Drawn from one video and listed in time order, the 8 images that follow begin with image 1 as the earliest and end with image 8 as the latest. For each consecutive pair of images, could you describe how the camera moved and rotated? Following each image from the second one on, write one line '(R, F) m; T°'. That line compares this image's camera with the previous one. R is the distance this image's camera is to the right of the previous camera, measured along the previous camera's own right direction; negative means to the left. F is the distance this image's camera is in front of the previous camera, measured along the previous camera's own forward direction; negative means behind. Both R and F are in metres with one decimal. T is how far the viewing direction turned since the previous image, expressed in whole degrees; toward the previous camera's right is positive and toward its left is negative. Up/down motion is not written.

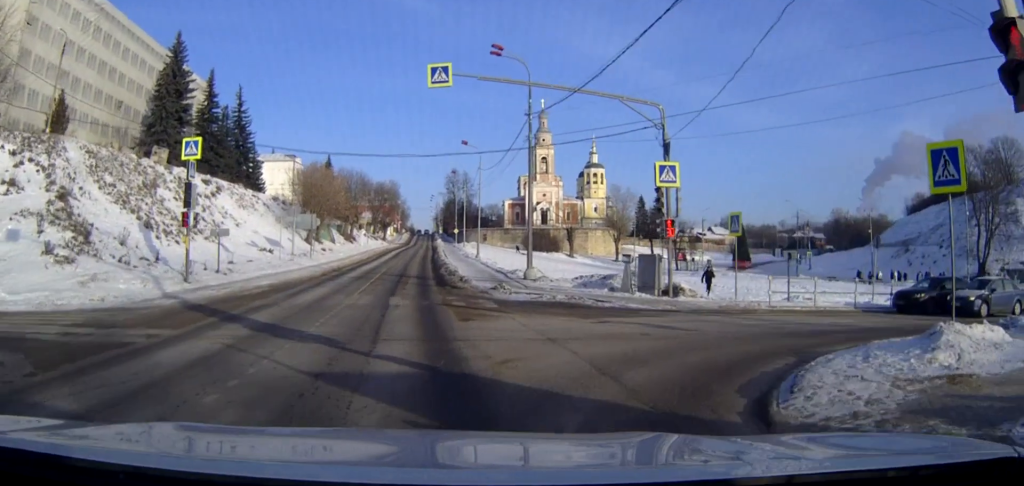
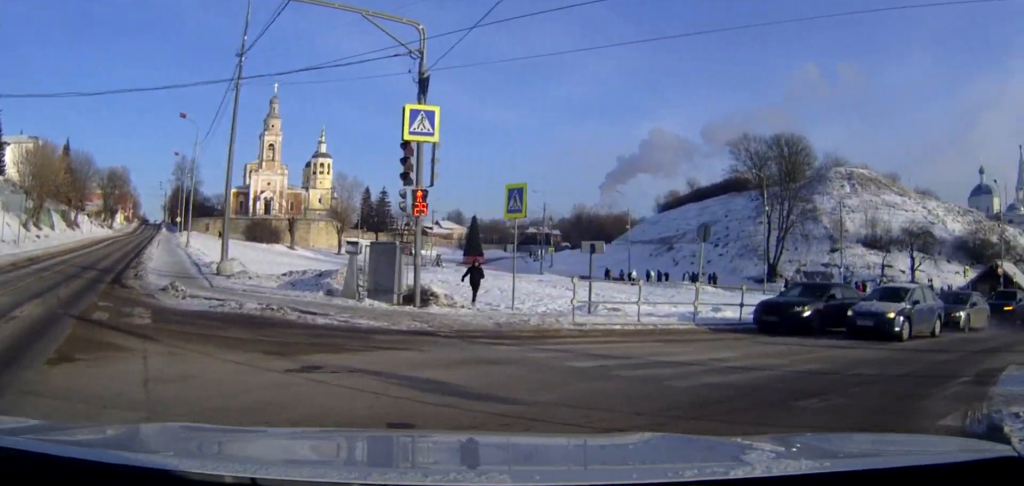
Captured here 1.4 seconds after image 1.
(+1.3, +10.8) m; +18°
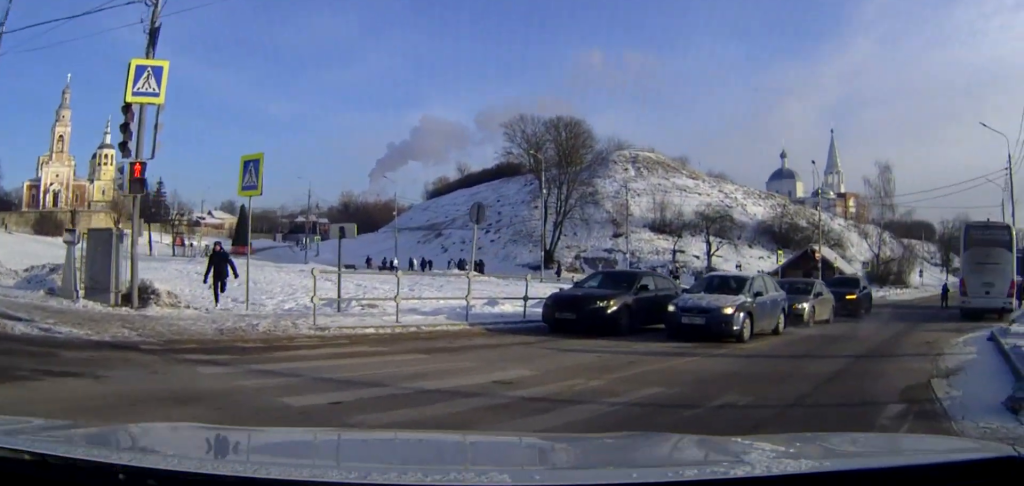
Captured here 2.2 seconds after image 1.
(+0.4, +4.6) m; +14°
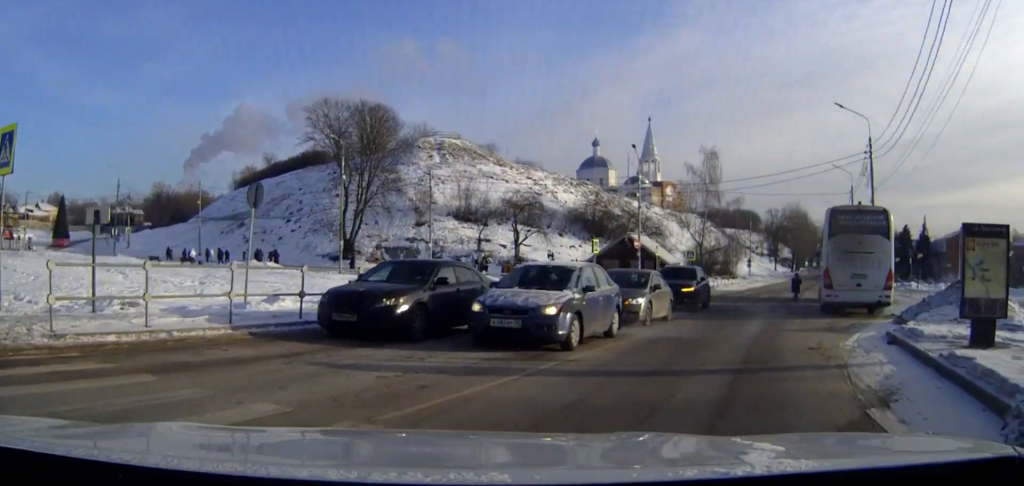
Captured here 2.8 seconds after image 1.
(+0.3, +3.8) m; +16°
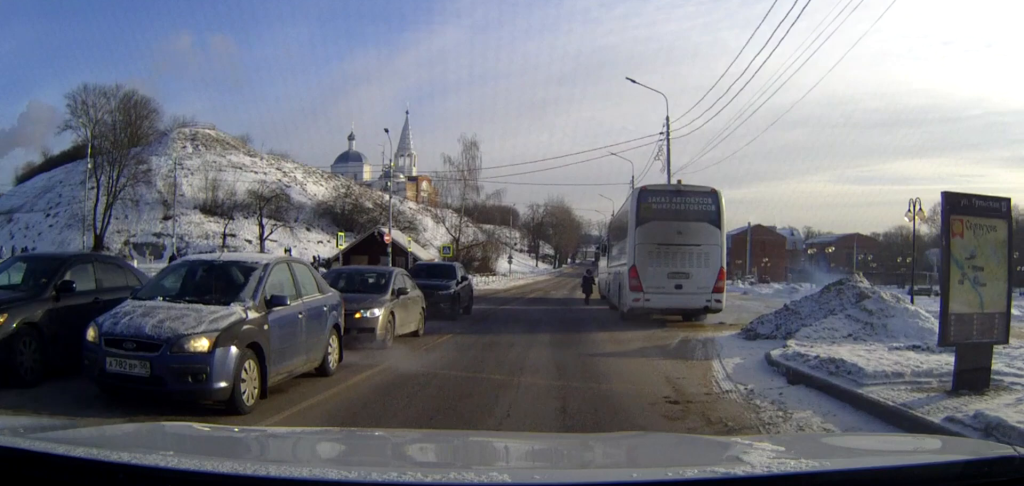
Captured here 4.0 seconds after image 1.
(+1.5, +5.8) m; +22°
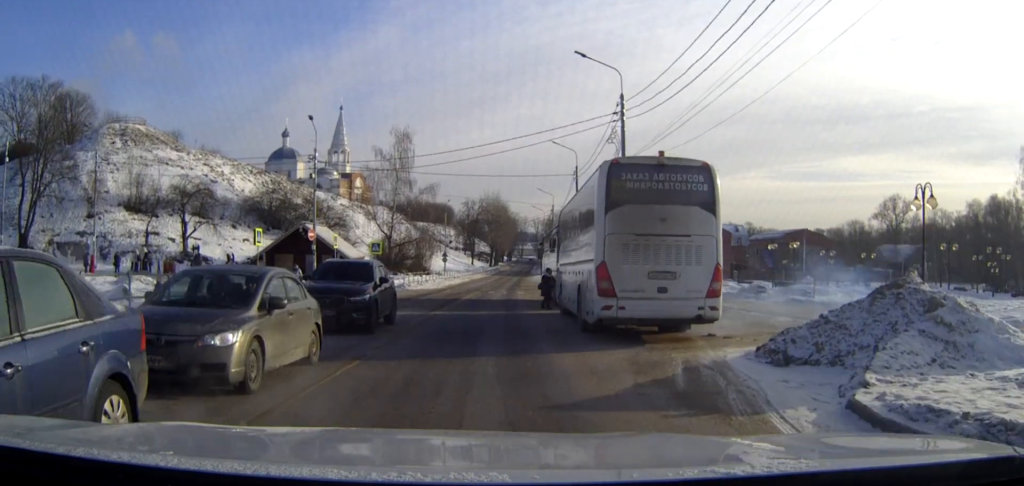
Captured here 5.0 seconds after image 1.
(+0.4, +4.4) m; +6°
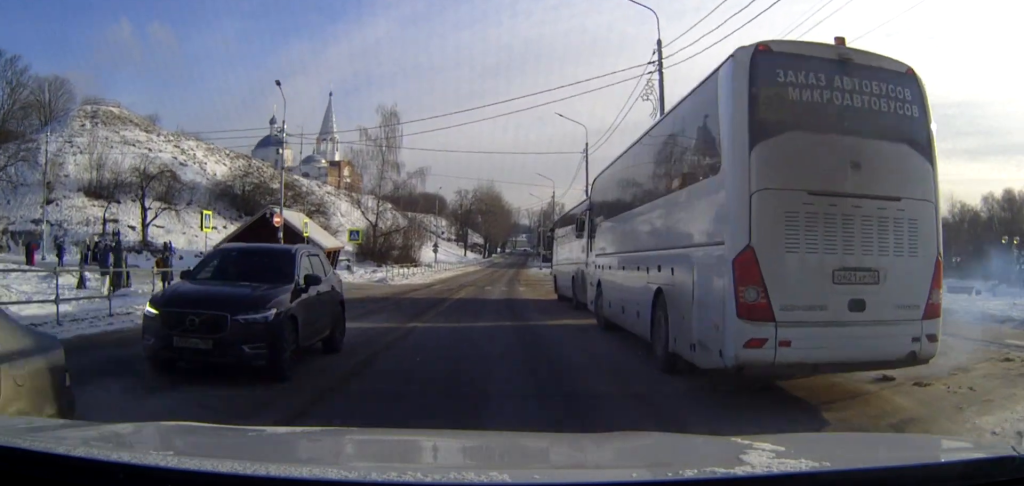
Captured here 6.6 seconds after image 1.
(+0.2, +7.1) m; +3°
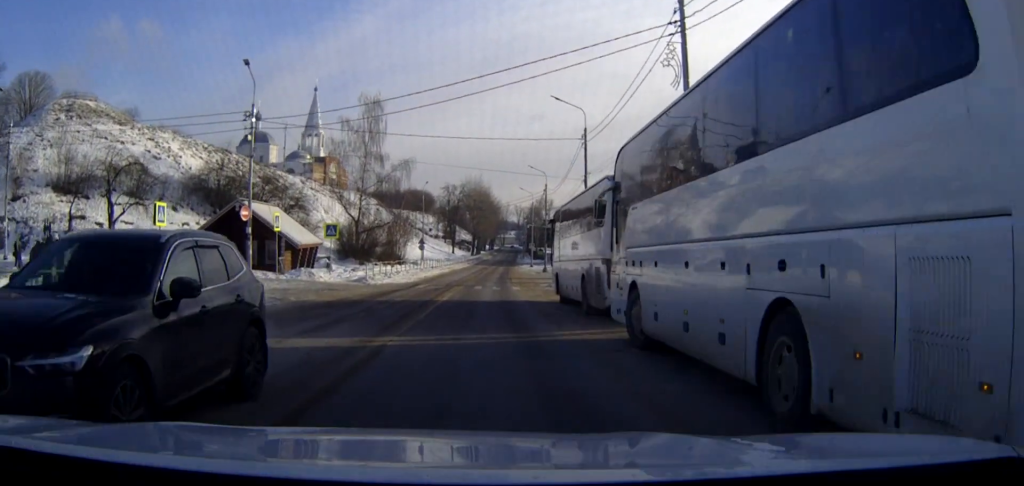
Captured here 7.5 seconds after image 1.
(+0.1, +4.1) m; +1°
